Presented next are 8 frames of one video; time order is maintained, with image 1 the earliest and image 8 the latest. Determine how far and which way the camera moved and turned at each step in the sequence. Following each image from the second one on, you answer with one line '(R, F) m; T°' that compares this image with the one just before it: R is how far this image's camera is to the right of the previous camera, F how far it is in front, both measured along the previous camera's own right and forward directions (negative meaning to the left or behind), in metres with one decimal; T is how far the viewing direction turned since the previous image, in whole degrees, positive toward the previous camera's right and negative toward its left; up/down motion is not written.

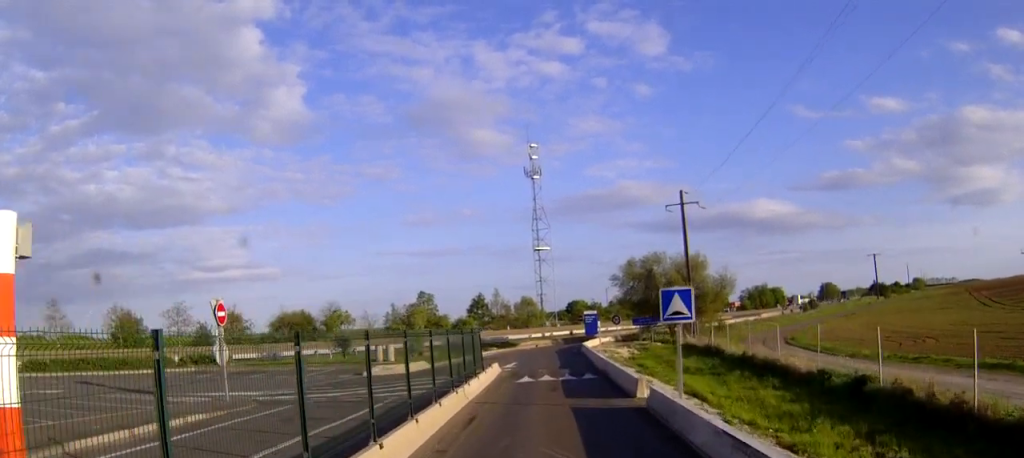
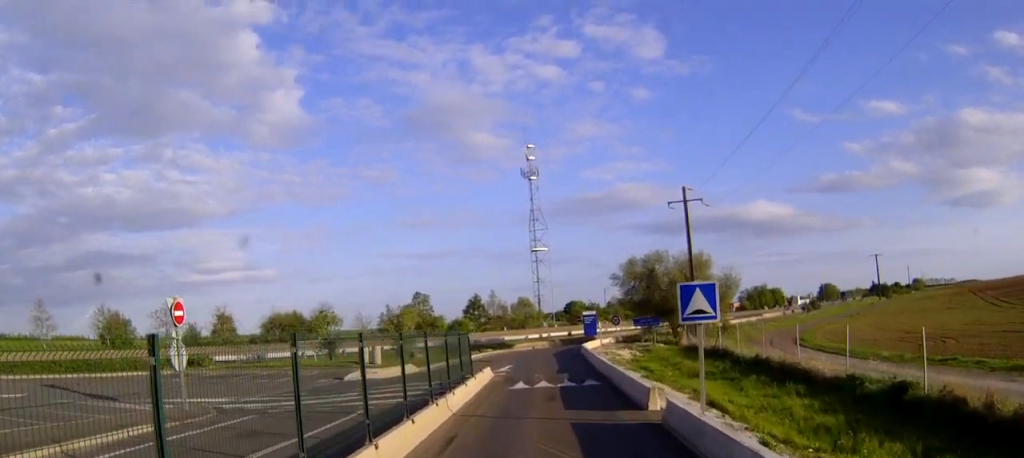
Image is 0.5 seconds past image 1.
(0.0, +2.5) m; 0°
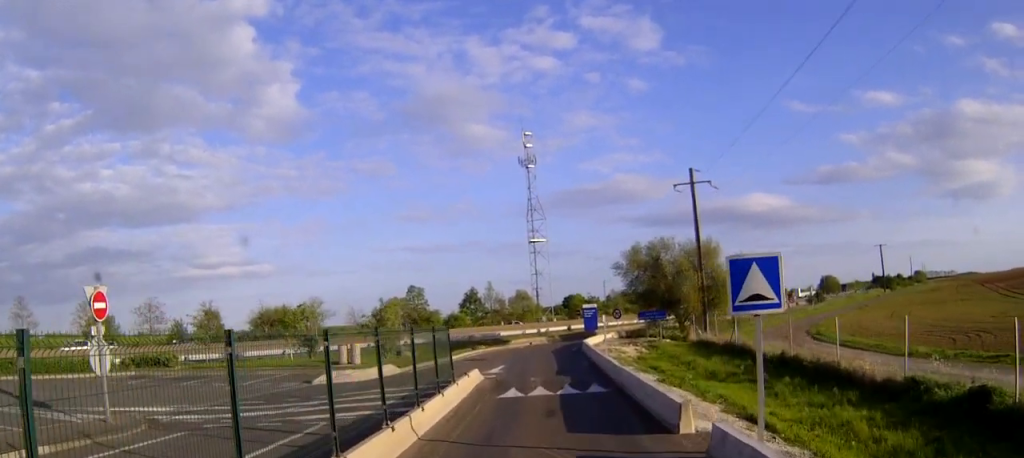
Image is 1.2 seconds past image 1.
(0.0, +3.7) m; 0°
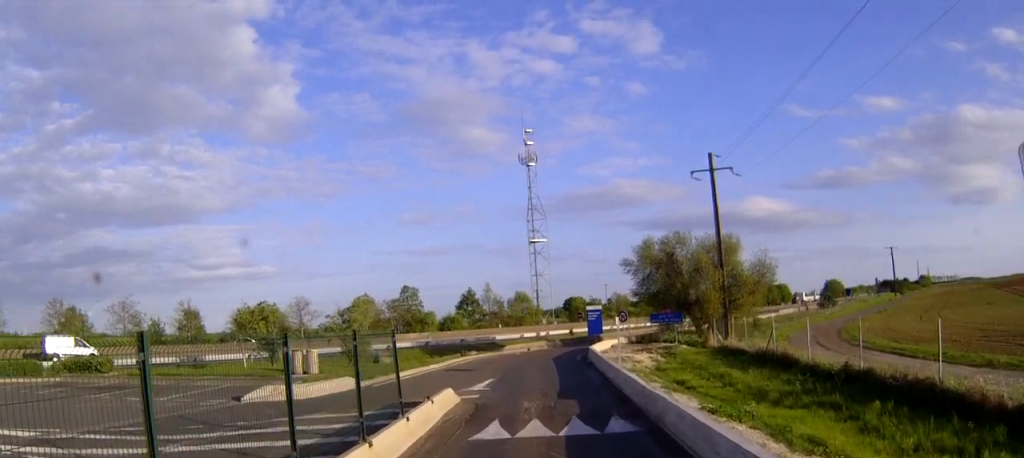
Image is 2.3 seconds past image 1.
(0.0, +6.2) m; 0°
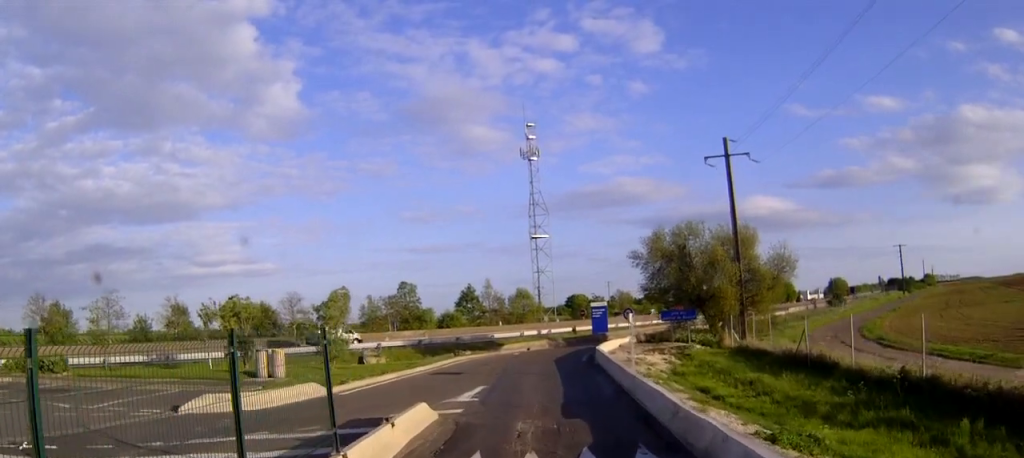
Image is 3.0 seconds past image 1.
(0.0, +3.7) m; 0°
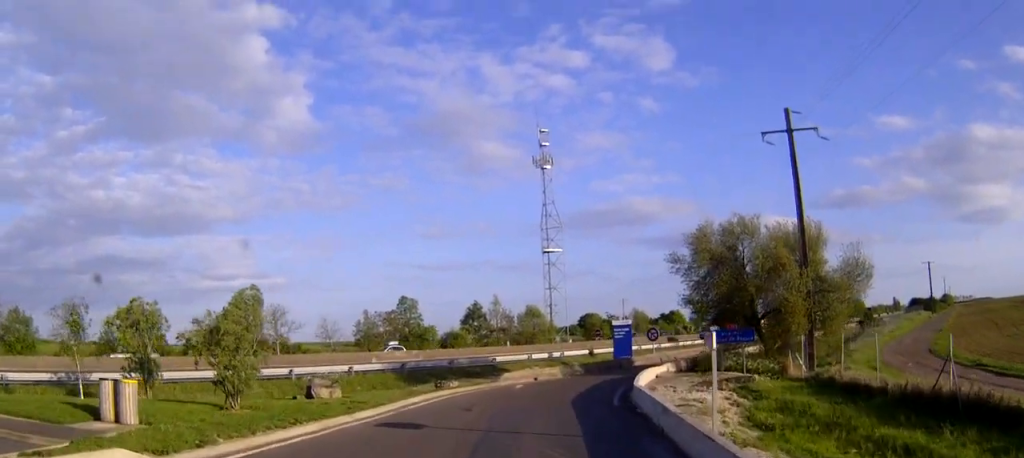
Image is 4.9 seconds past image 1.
(0.0, +9.9) m; 0°
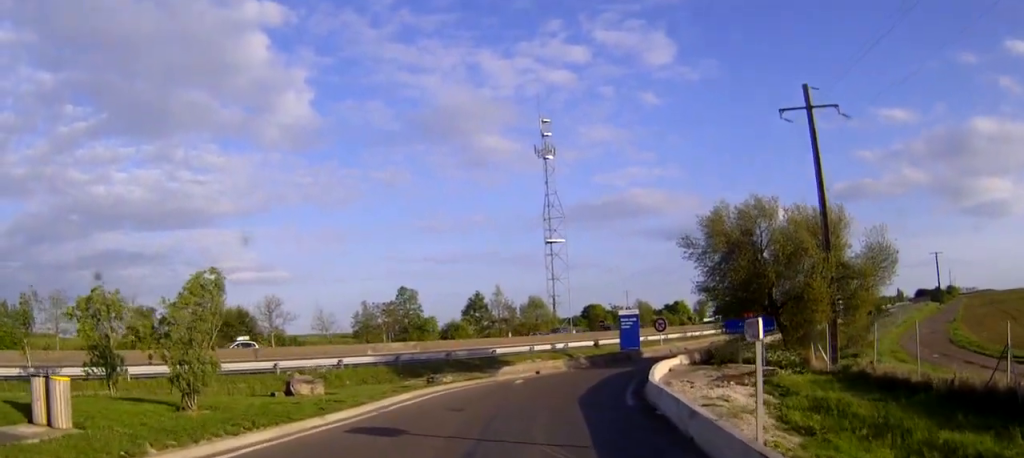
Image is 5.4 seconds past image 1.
(0.0, +2.7) m; 0°
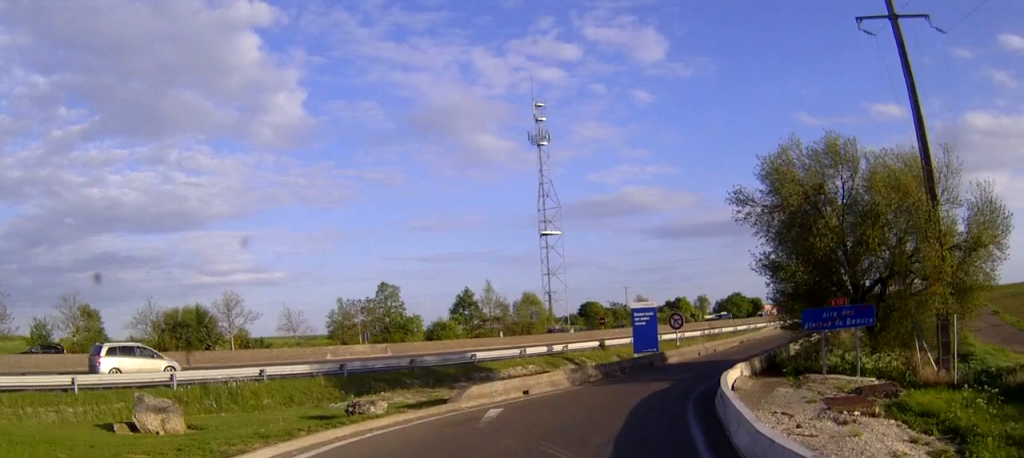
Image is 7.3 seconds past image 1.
(-0.1, +9.9) m; +1°
